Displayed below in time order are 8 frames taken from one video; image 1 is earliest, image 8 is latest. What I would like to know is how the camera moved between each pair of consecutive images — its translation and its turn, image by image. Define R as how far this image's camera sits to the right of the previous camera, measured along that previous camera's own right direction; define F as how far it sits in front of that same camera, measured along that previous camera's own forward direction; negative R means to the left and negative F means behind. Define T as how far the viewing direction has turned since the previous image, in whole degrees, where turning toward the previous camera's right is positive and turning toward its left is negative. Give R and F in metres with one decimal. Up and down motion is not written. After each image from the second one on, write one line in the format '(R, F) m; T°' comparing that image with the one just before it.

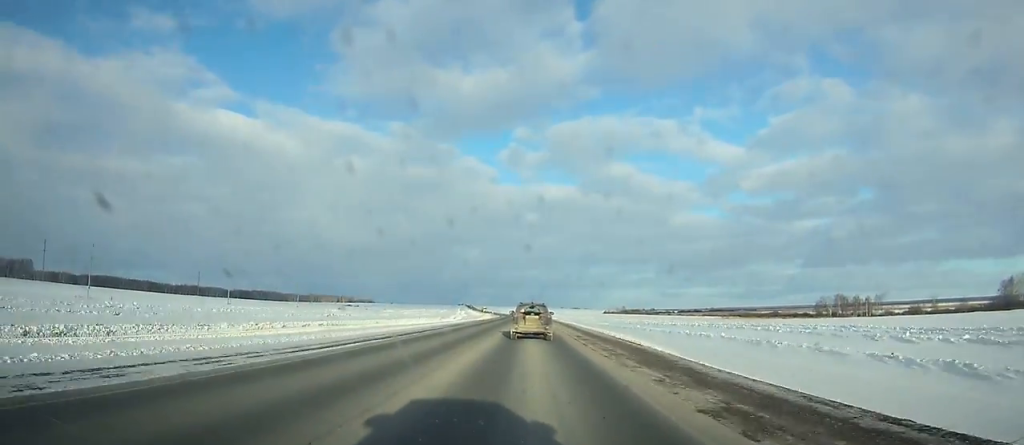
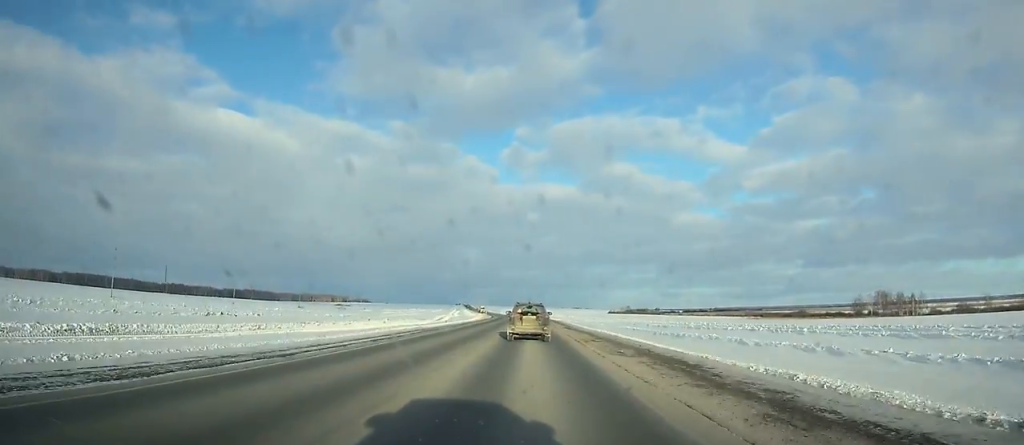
(+0.1, +44.2) m; 0°
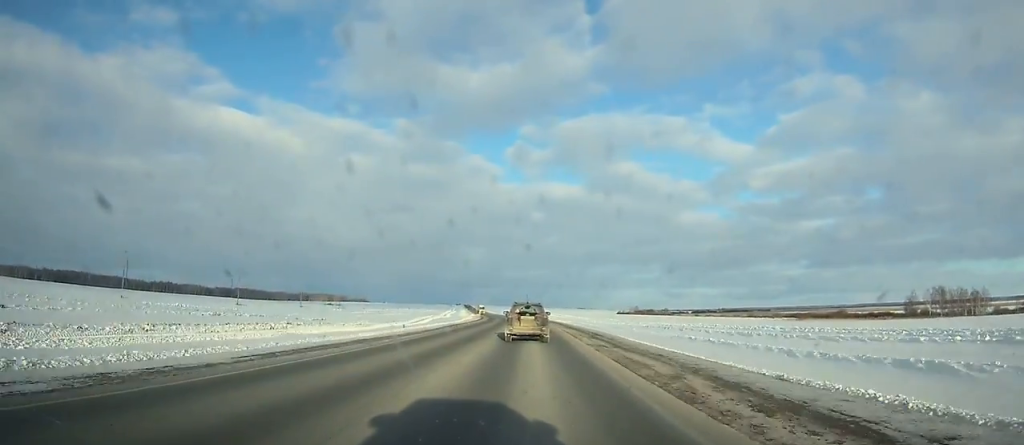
(-0.1, +47.0) m; 0°
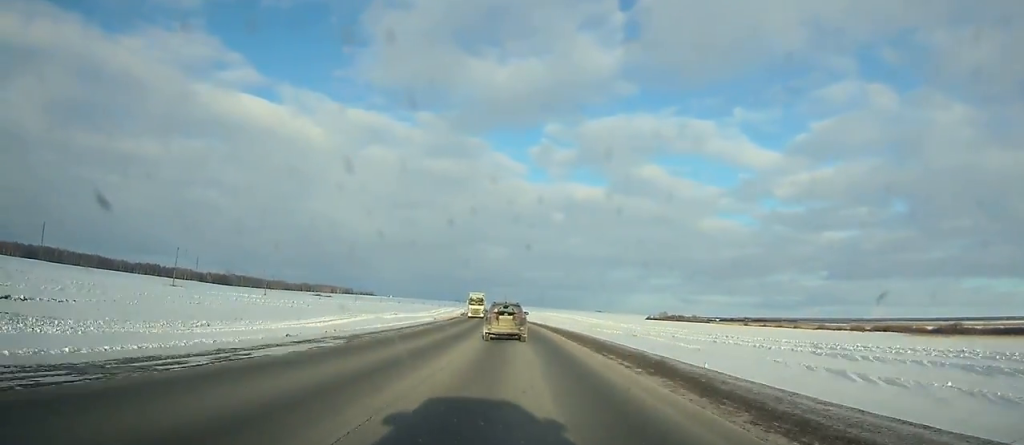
(-1.0, +89.6) m; -2°
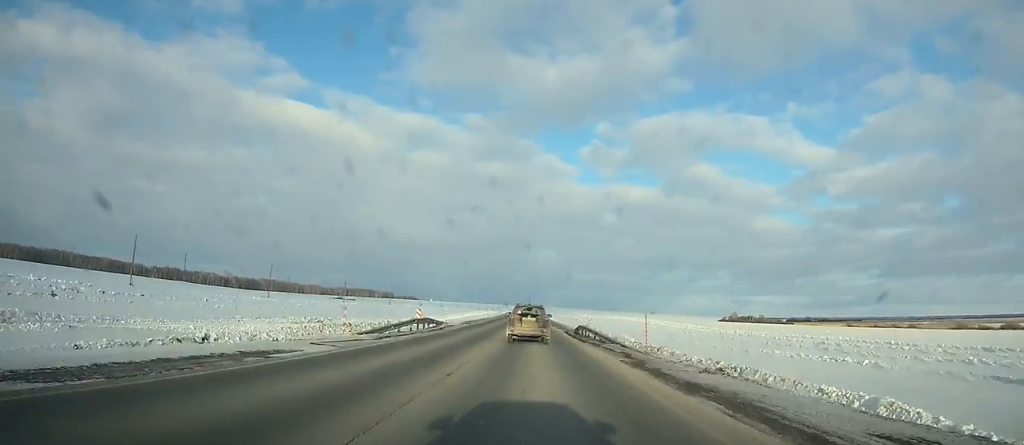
(-2.1, +85.6) m; -3°
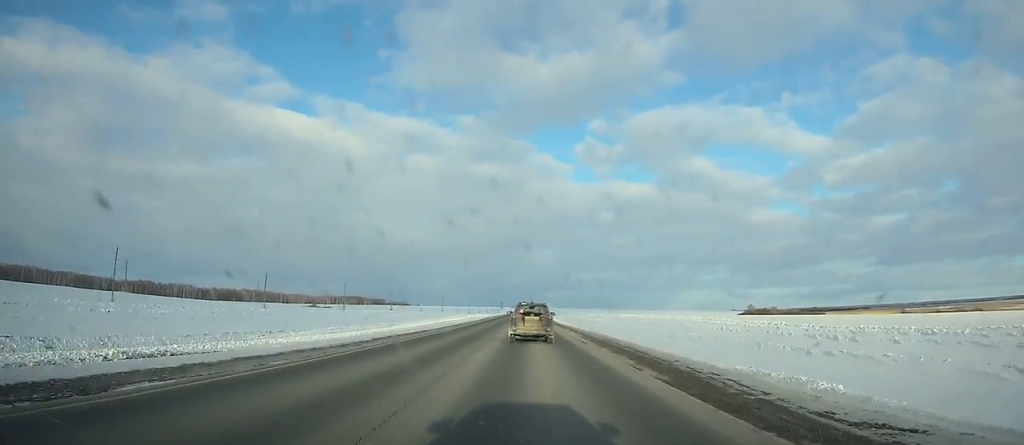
(-1.0, +59.7) m; -1°
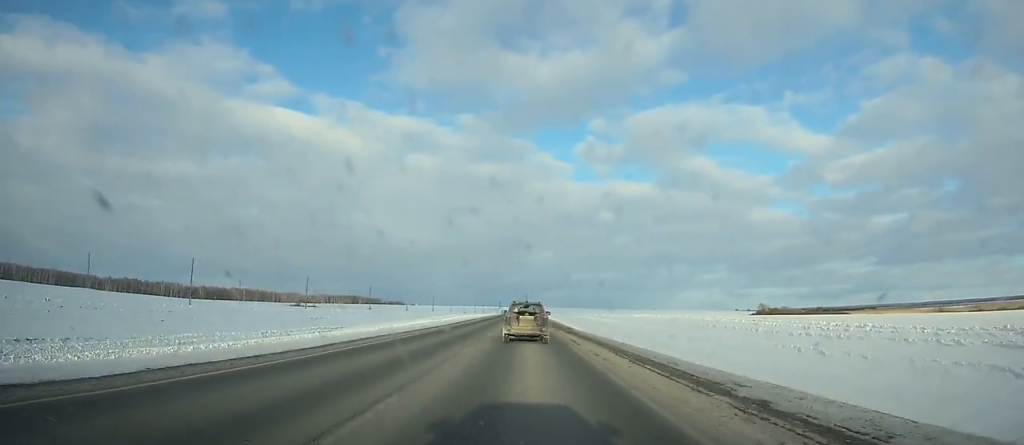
(-0.1, +33.0) m; 0°
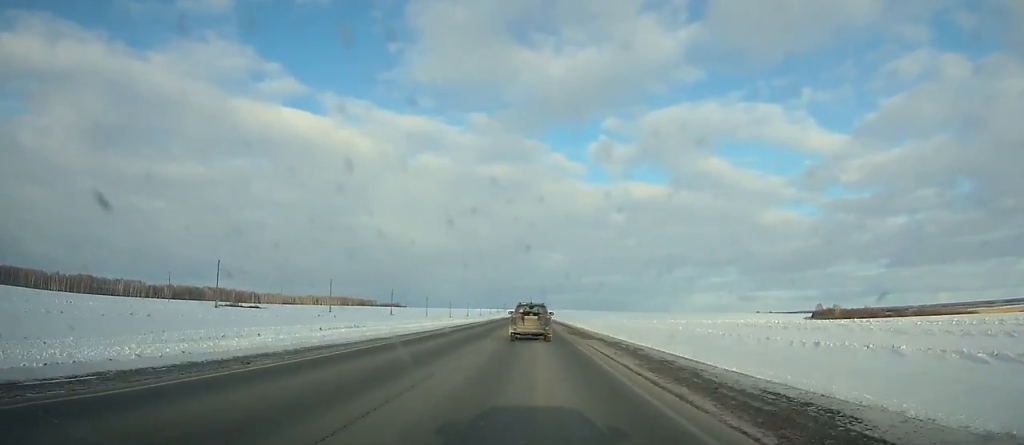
(-0.5, +114.0) m; 0°
